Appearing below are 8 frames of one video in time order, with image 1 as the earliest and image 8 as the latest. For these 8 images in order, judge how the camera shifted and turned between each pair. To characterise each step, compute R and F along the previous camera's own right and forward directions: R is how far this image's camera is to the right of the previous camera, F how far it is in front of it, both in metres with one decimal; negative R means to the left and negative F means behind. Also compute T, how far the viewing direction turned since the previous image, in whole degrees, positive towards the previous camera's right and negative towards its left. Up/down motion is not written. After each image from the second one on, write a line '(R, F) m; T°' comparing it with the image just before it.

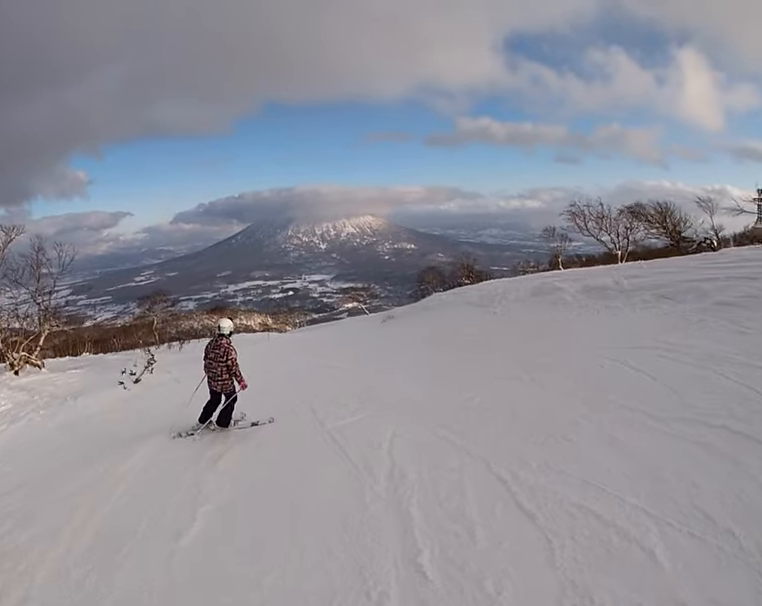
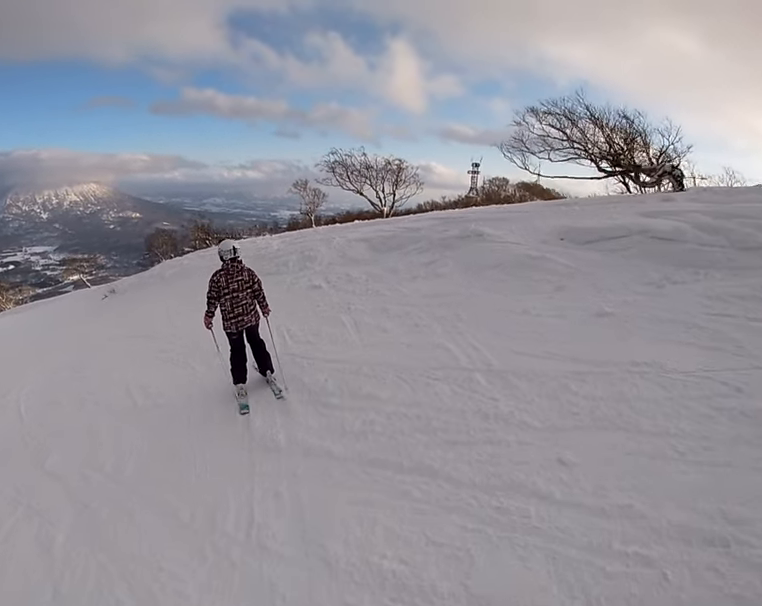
(+2.8, +11.5) m; +26°
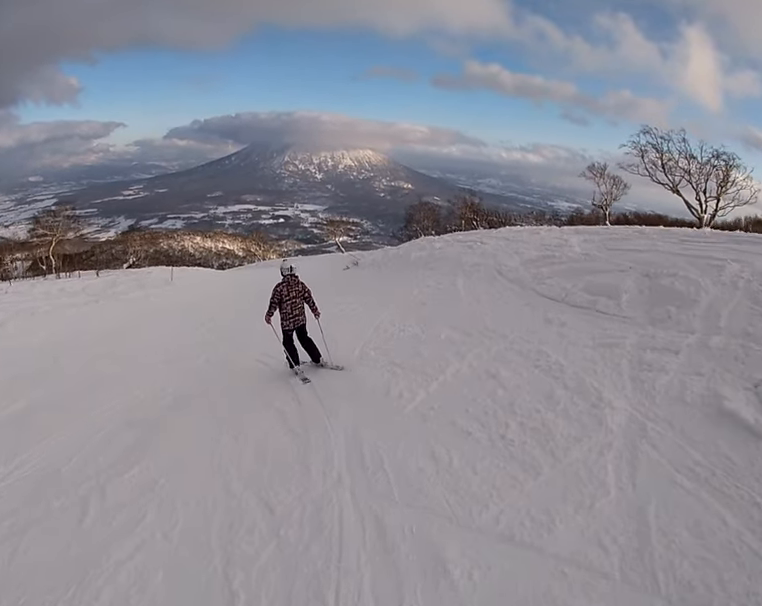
(+0.1, +7.6) m; -13°
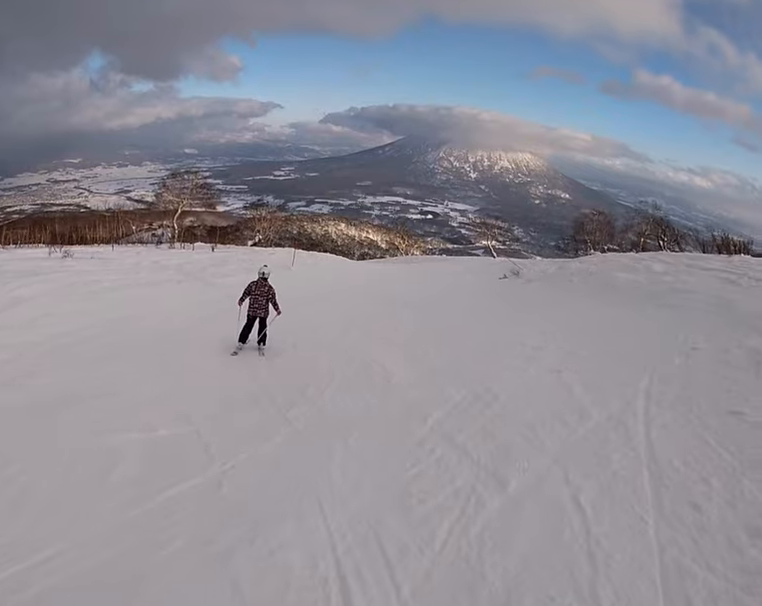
(-1.6, +6.3) m; -21°
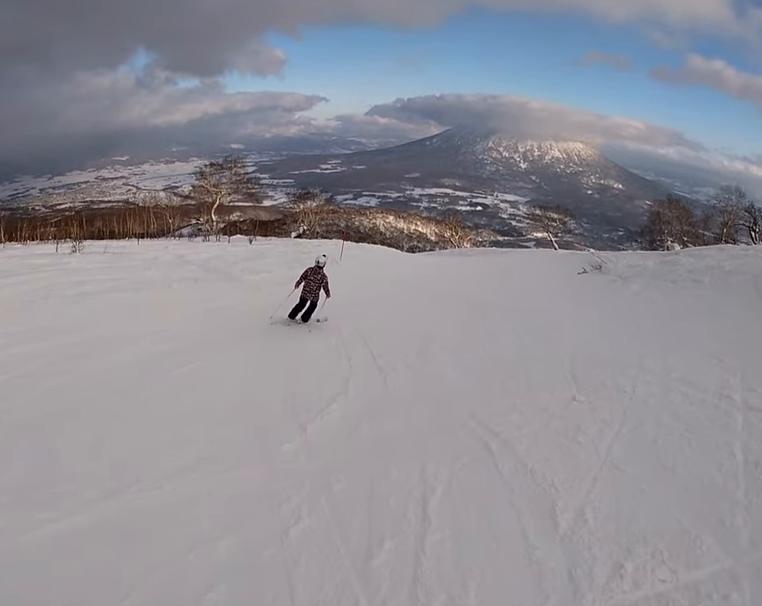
(-0.4, +3.8) m; -4°
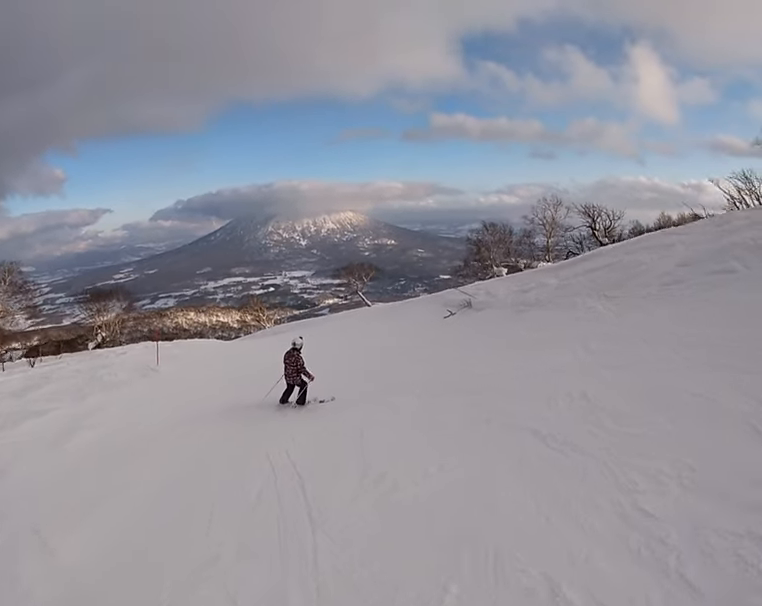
(+0.3, +6.6) m; +12°
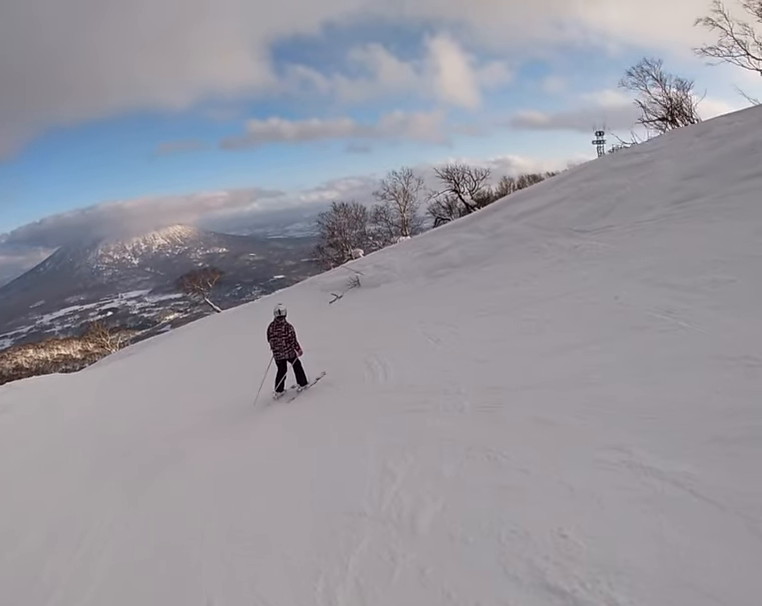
(+0.7, +4.1) m; +7°
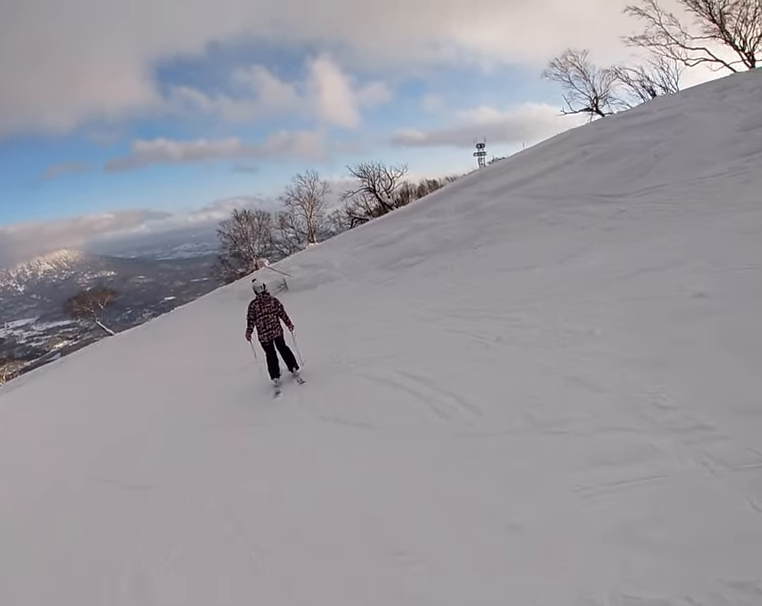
(+0.2, +3.3) m; +4°
